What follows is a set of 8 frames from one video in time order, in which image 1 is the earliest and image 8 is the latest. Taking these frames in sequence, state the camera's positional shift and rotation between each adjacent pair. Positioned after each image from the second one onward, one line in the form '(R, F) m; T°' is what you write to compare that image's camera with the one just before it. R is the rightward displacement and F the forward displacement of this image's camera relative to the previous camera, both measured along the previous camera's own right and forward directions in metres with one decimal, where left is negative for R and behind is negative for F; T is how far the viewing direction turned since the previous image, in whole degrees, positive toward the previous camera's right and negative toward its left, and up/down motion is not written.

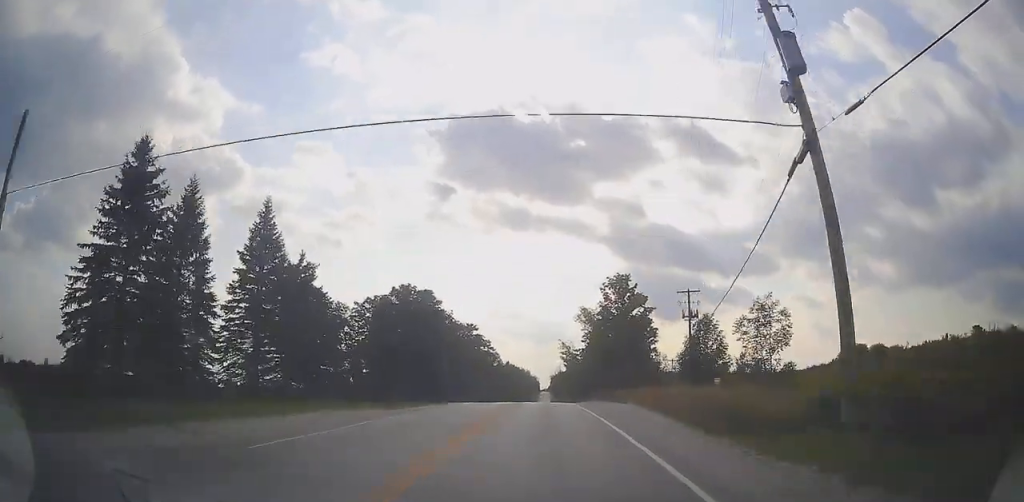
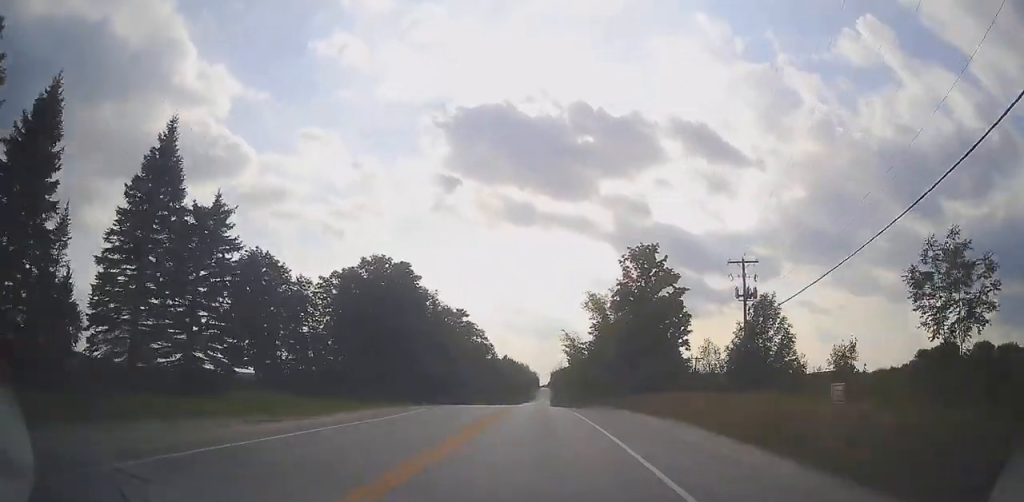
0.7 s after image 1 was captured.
(-0.2, +12.9) m; -1°
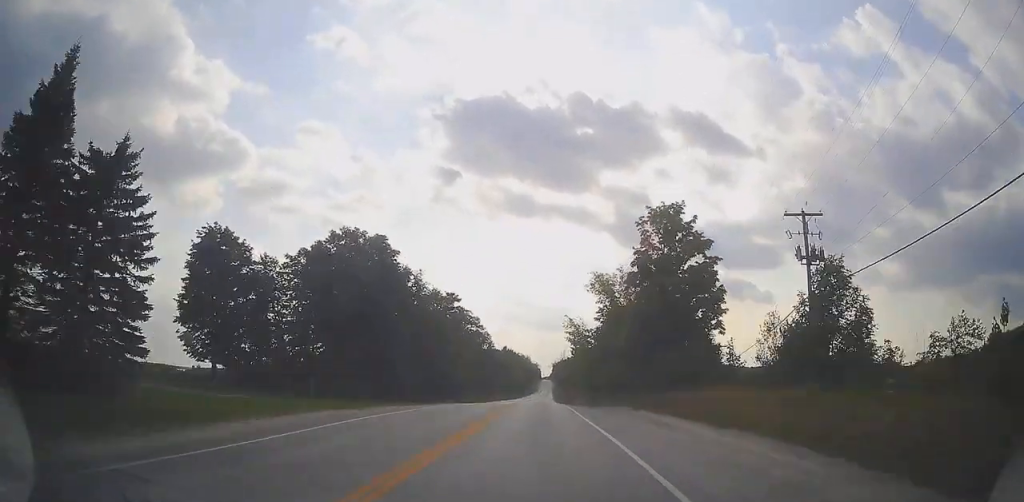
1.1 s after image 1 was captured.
(-0.1, +9.1) m; 0°
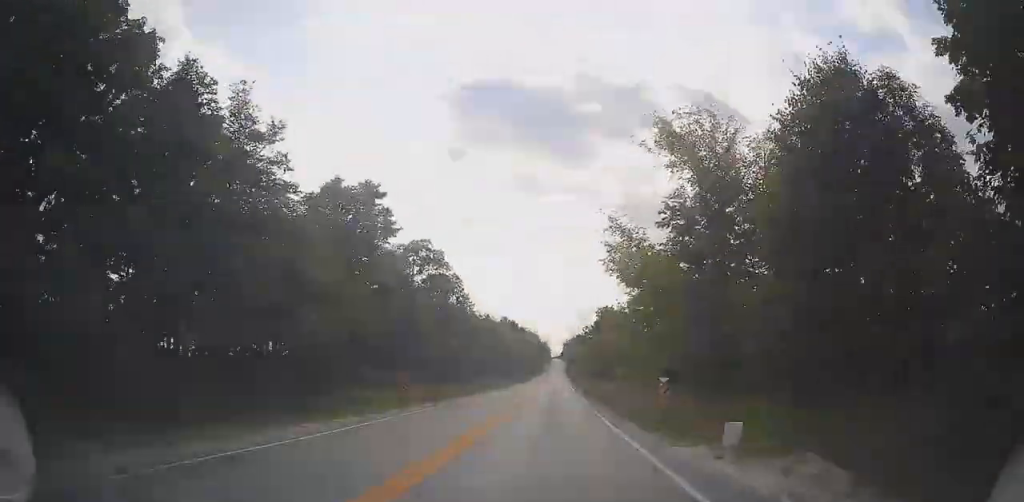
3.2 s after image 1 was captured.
(-0.5, +39.8) m; -2°
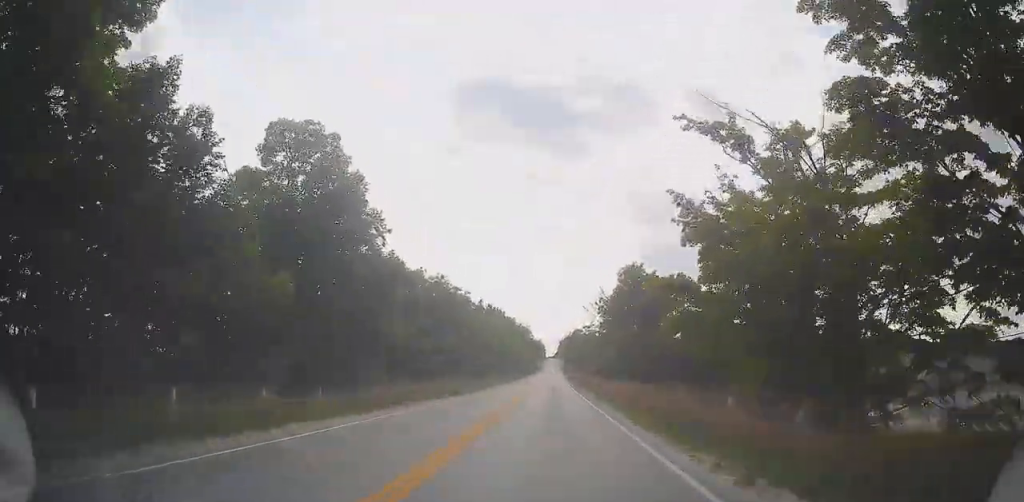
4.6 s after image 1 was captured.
(0.0, +27.8) m; +2°
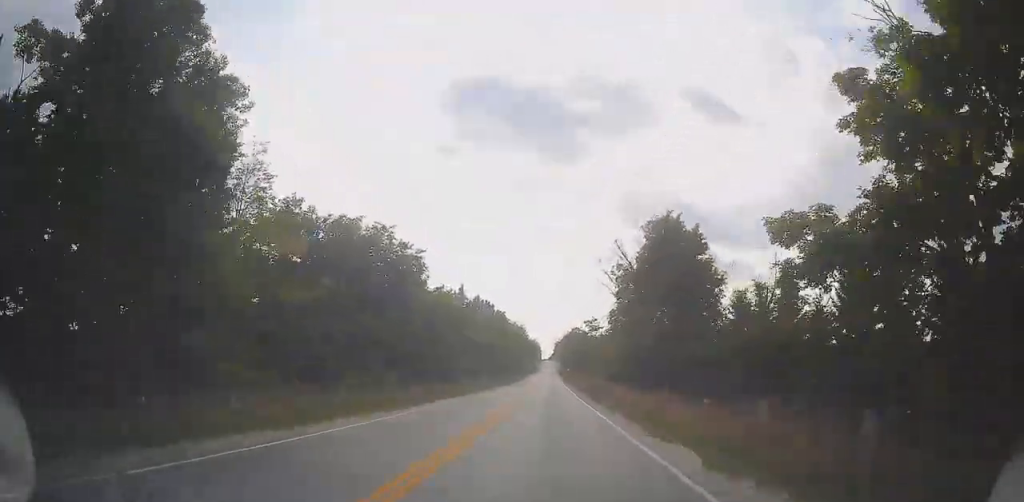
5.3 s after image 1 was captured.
(+0.3, +15.8) m; +2°
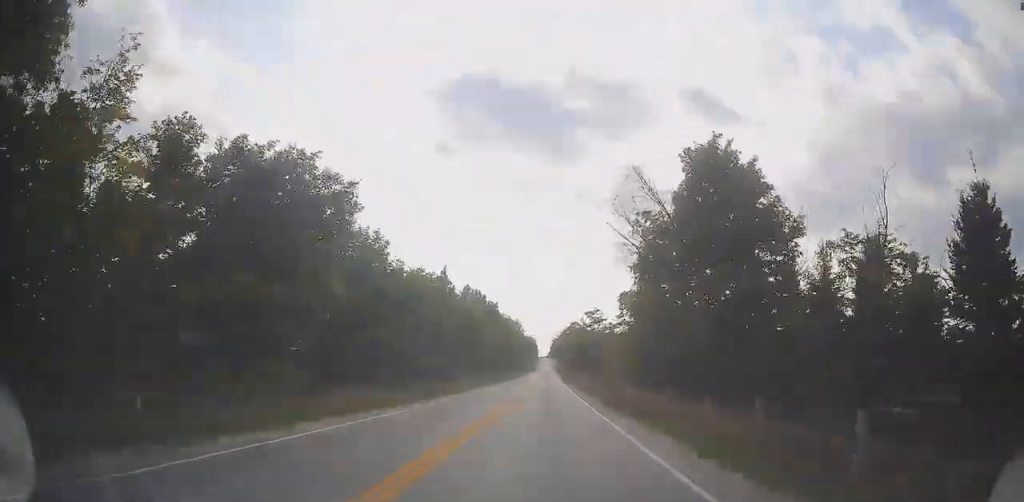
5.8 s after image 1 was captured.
(+0.1, +10.6) m; +1°
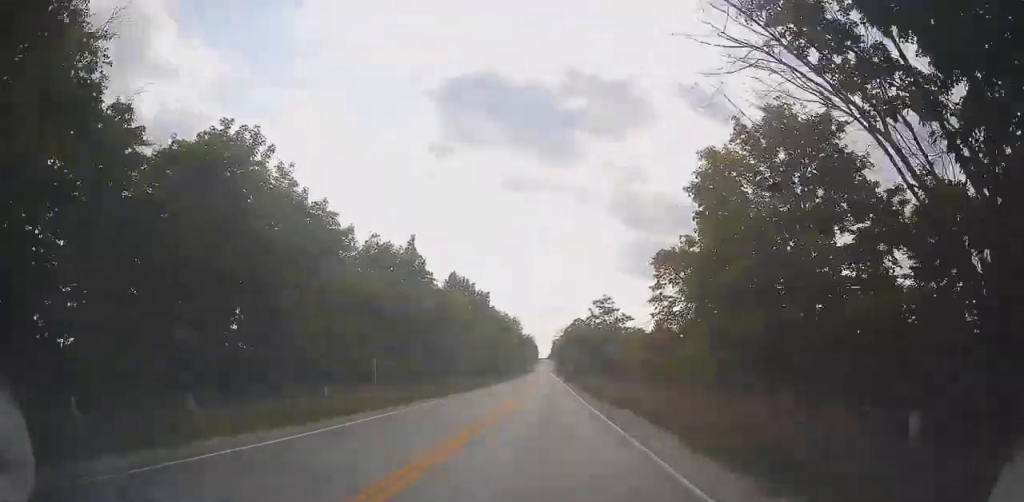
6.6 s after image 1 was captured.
(+0.5, +16.1) m; -2°
